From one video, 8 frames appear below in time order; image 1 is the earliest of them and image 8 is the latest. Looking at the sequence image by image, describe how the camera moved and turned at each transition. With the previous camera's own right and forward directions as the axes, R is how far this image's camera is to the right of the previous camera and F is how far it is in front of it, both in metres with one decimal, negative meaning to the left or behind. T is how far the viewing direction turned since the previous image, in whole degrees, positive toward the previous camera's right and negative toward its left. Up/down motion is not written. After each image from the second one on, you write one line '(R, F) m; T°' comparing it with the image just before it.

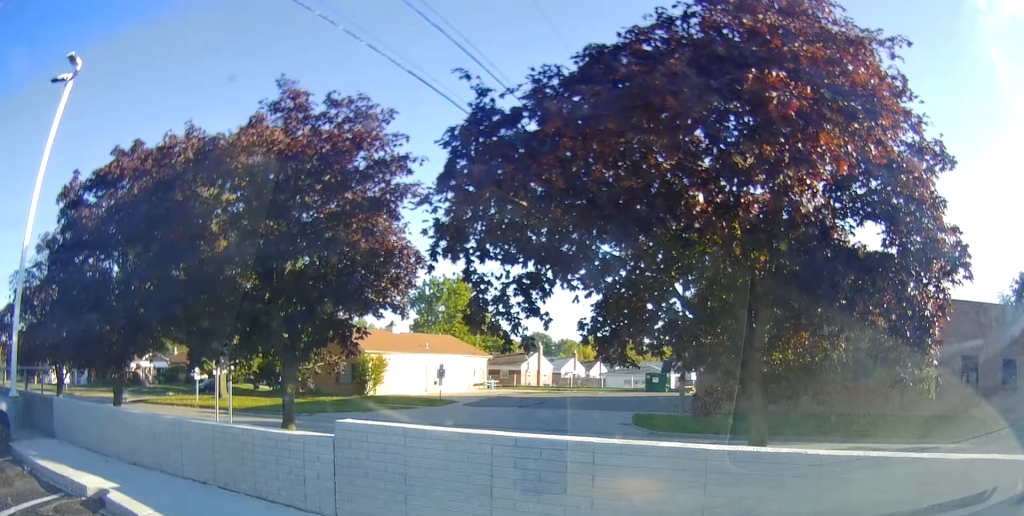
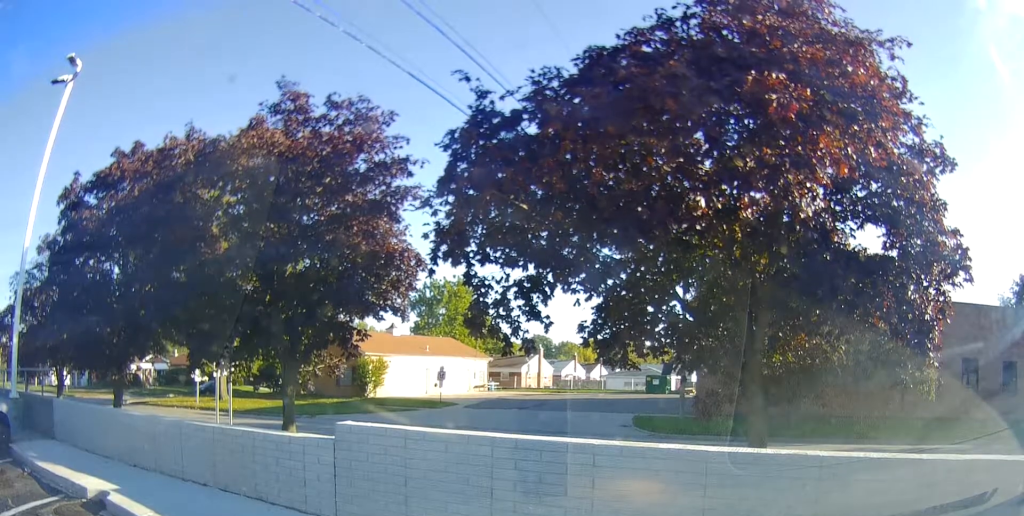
(0.0, 0.0) m; 0°
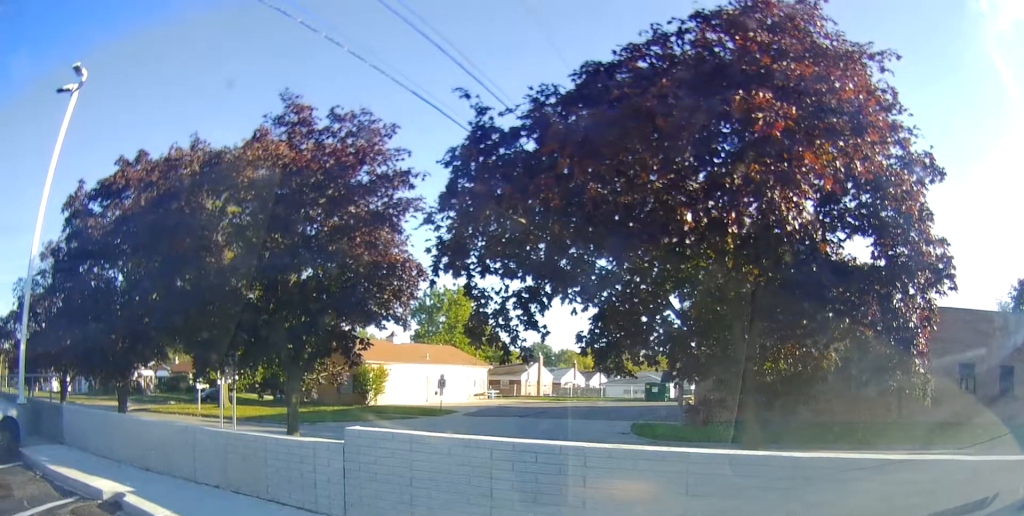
(+0.1, +0.2) m; 0°
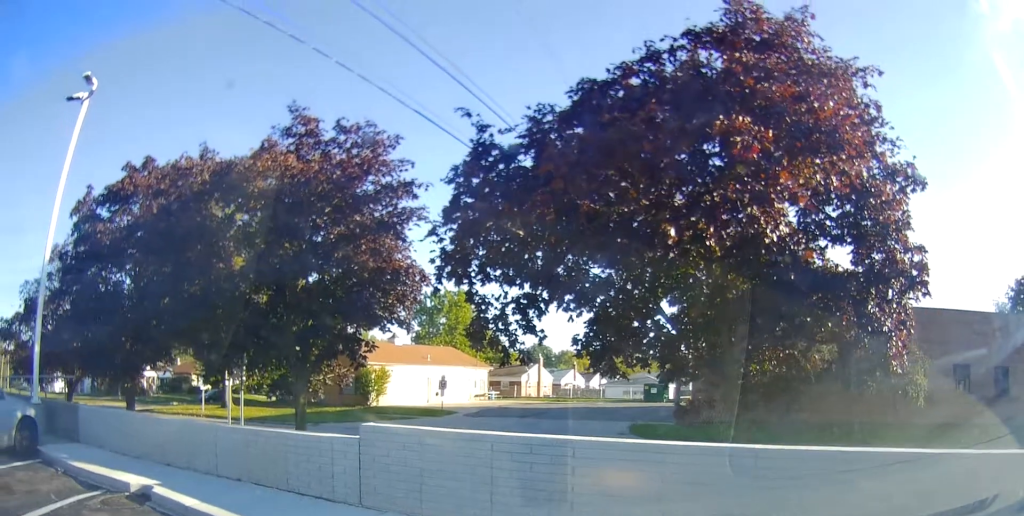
(0.0, +0.3) m; 0°
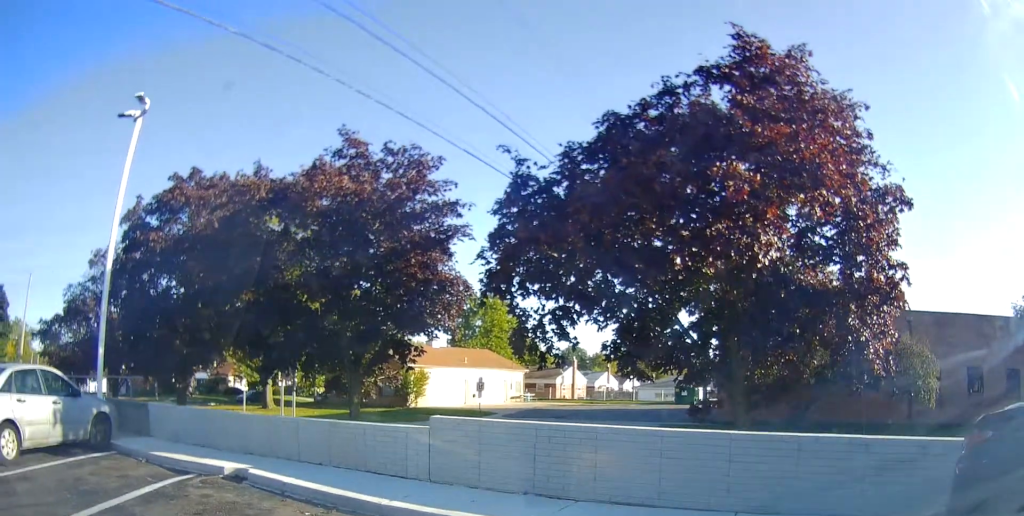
(-0.4, +0.7) m; 0°
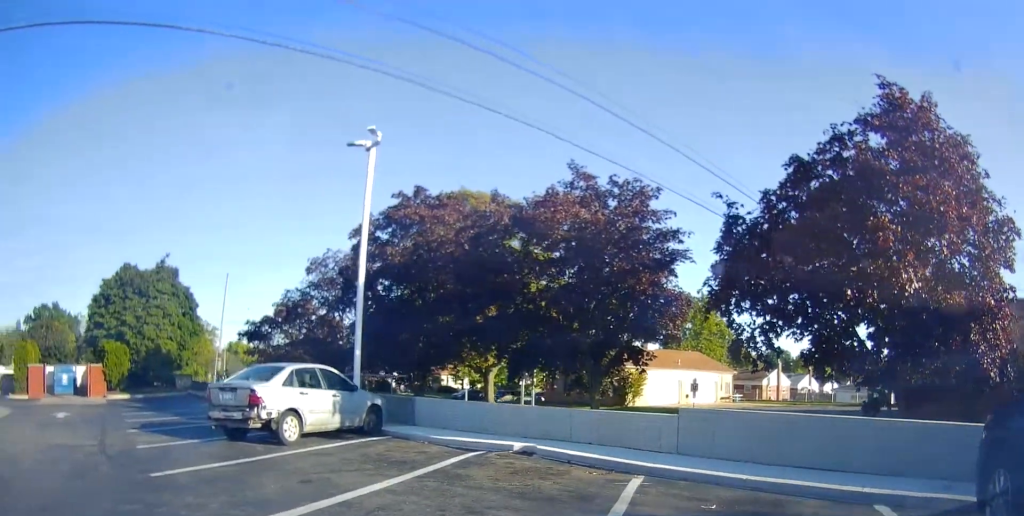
(0.0, +2.4) m; -13°
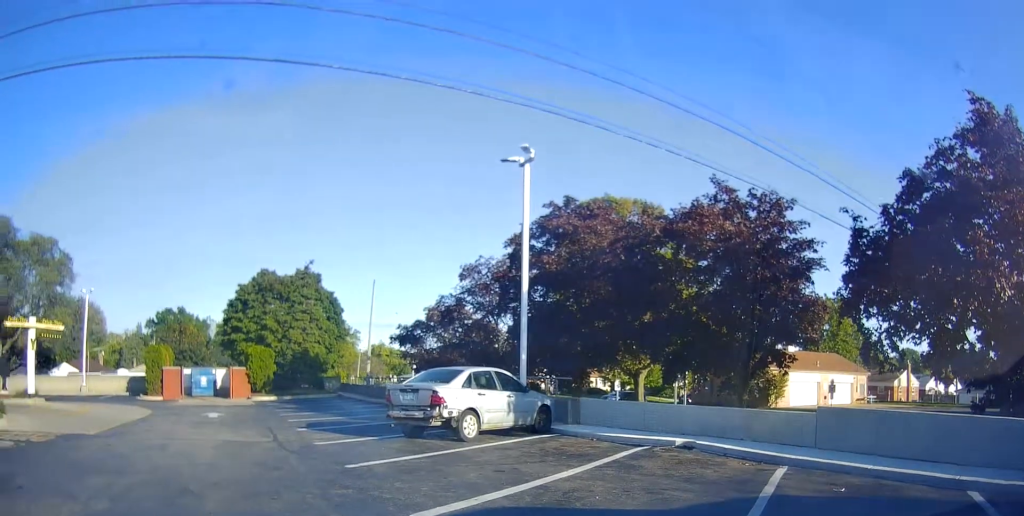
(-0.2, +1.2) m; -17°
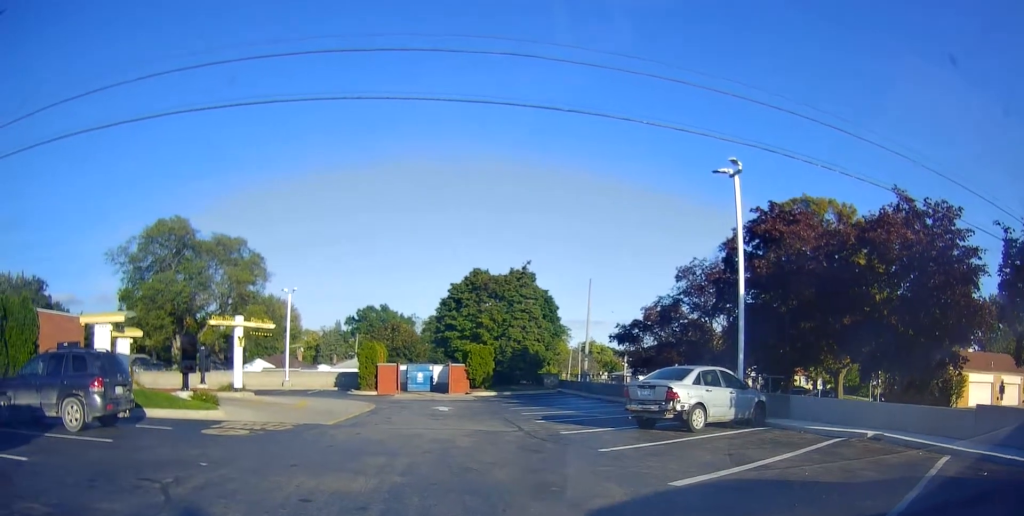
(-0.7, +1.8) m; -16°
